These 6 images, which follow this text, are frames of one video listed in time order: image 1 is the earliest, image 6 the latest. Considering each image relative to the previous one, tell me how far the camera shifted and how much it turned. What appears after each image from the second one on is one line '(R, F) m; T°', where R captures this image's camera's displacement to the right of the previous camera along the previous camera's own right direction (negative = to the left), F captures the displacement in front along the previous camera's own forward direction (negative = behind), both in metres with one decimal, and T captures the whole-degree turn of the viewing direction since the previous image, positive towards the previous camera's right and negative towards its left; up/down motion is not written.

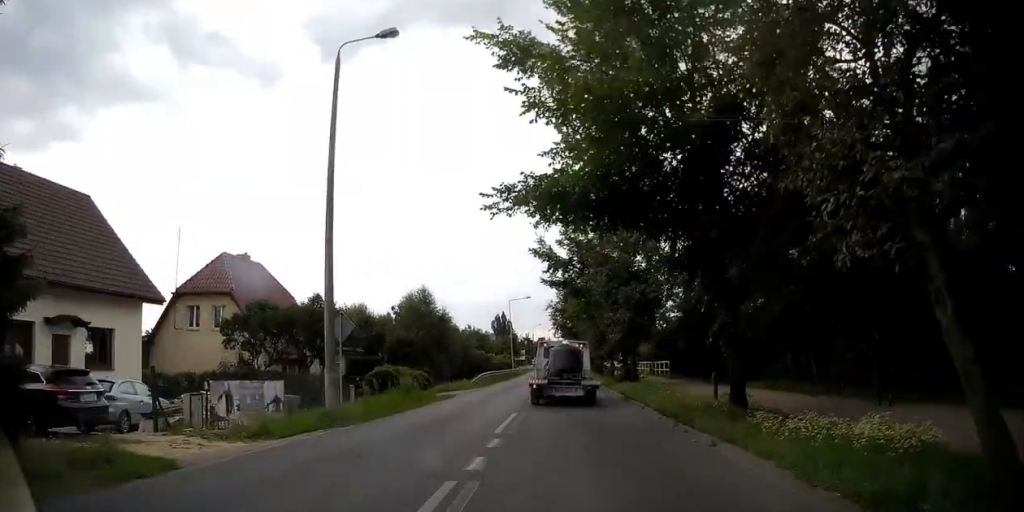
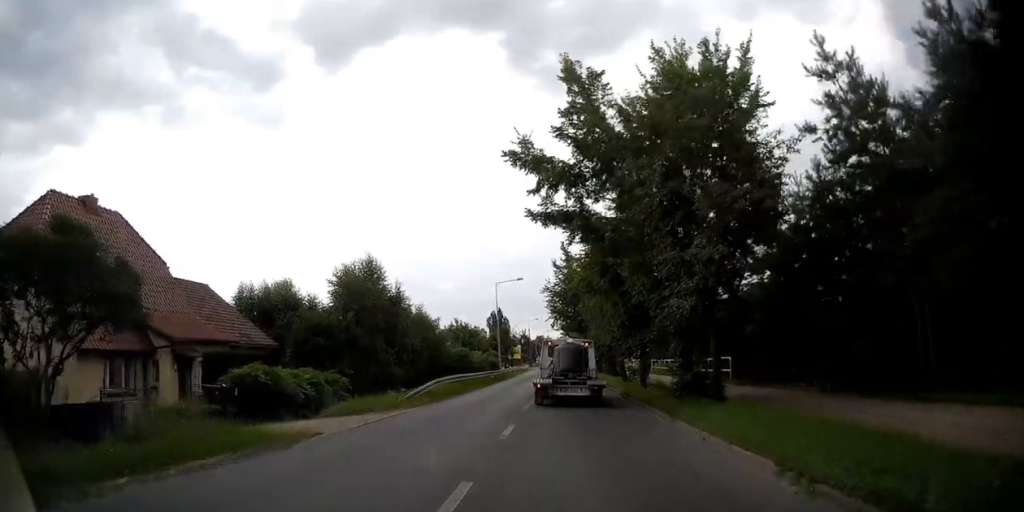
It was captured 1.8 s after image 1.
(+0.2, +14.7) m; +1°
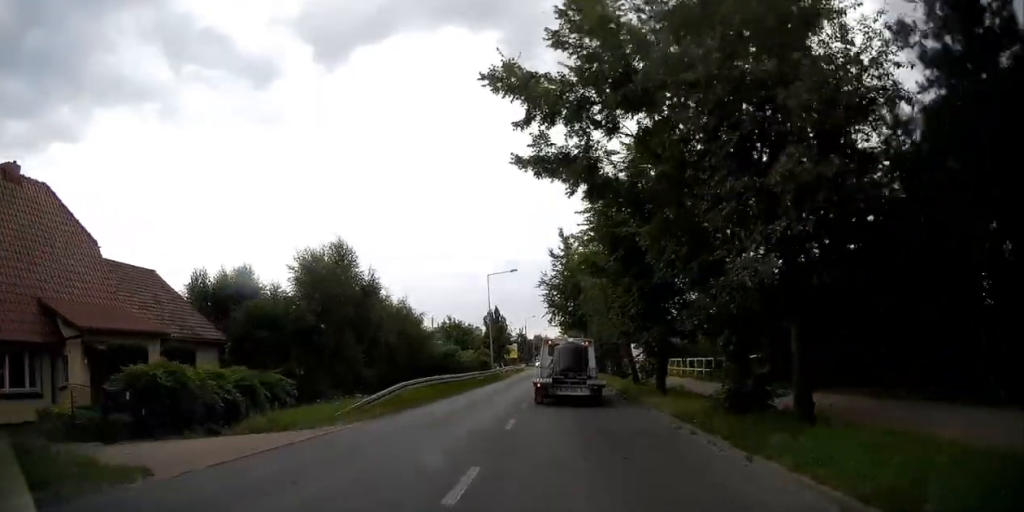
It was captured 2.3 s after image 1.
(-0.1, +4.9) m; 0°
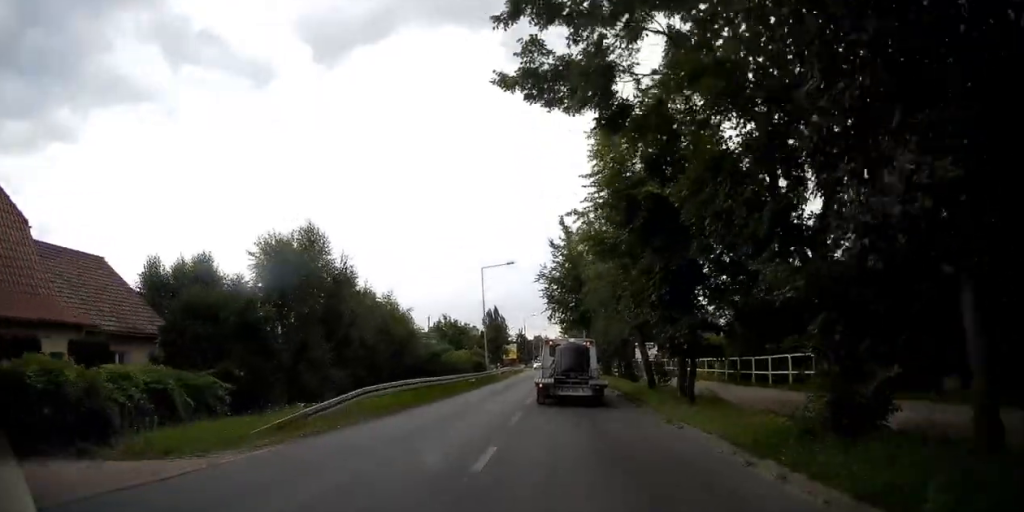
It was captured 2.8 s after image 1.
(0.0, +4.1) m; 0°
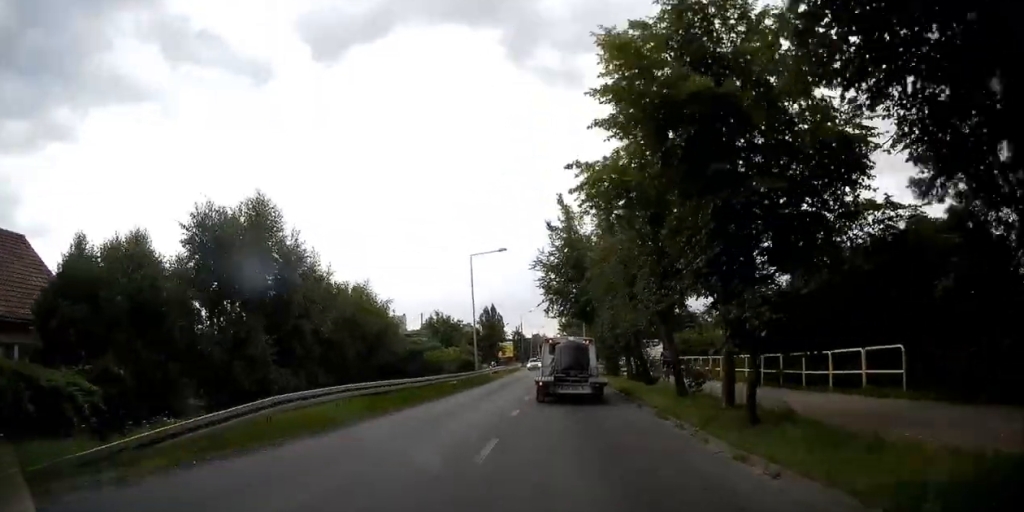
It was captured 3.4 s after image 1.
(0.0, +5.0) m; 0°
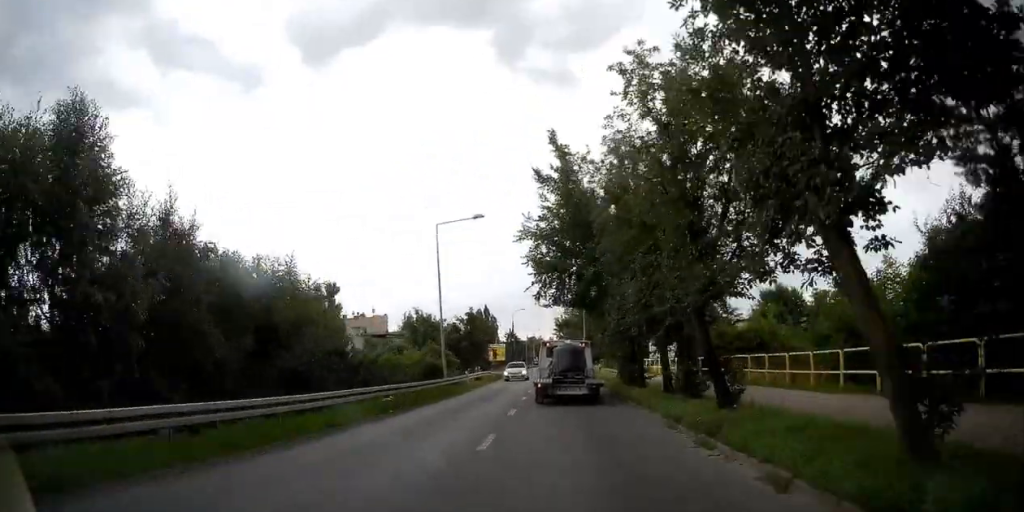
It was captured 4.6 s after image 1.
(0.0, +10.5) m; 0°
